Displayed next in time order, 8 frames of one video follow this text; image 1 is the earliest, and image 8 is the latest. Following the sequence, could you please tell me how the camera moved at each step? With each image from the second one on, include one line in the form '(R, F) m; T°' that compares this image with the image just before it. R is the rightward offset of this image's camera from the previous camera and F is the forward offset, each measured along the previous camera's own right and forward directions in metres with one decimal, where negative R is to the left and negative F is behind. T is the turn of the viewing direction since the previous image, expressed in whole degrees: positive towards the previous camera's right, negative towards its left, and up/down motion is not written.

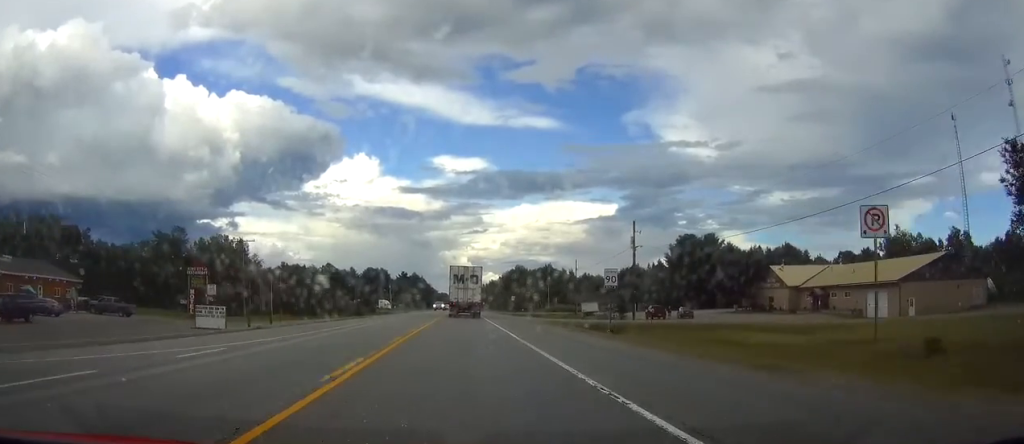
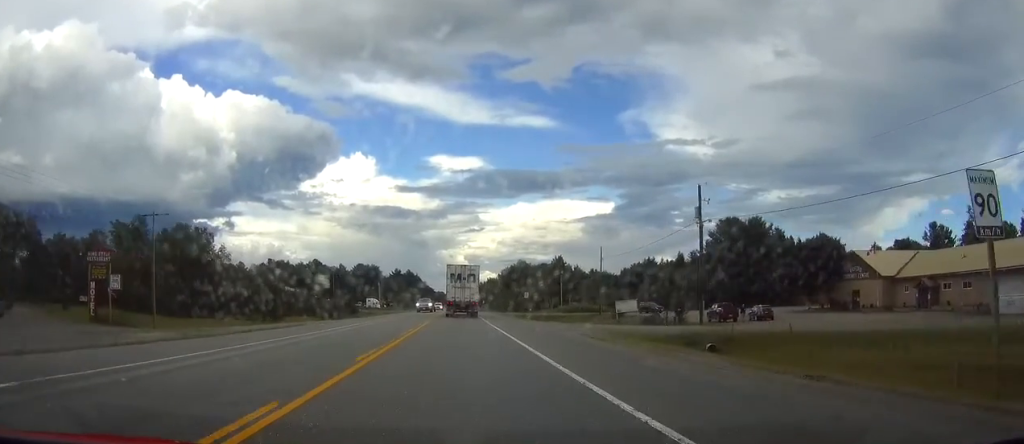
(0.0, +24.0) m; 0°
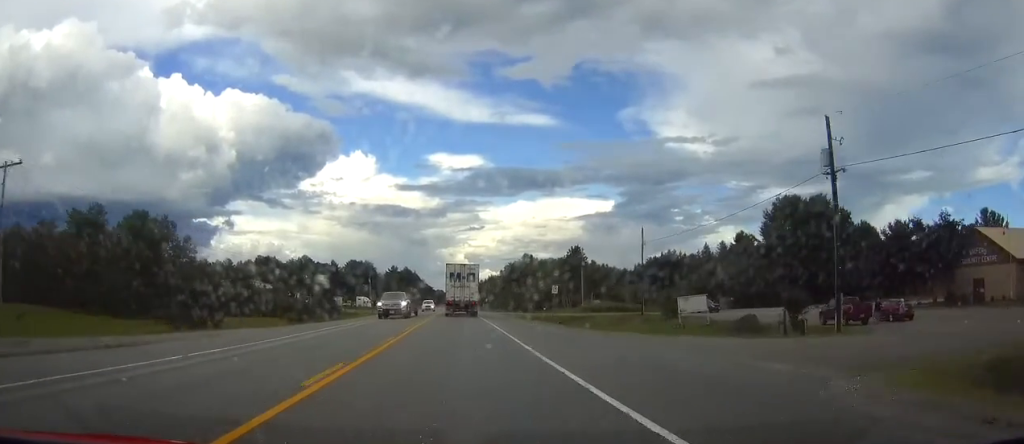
(0.0, +22.2) m; 0°
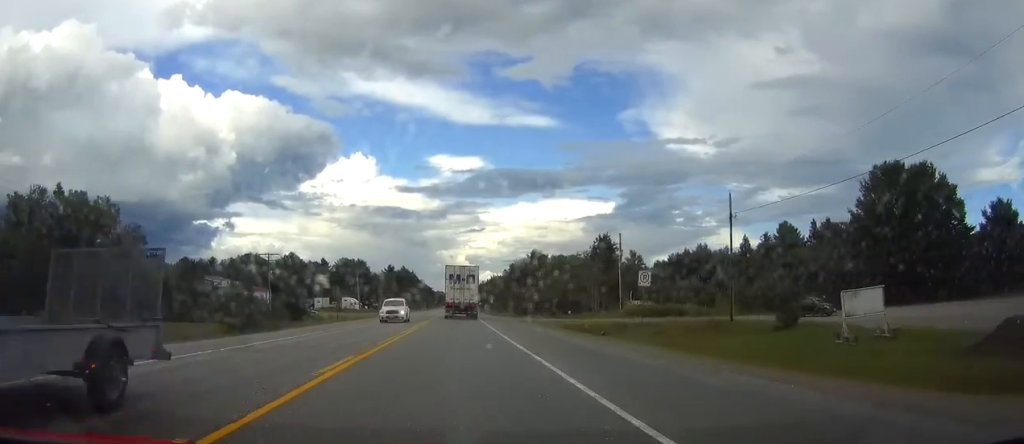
(-0.1, +25.1) m; 0°
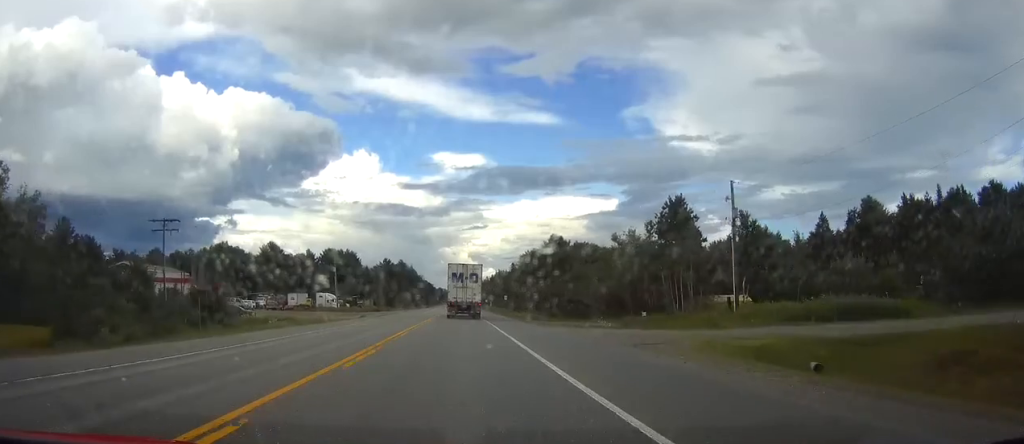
(0.0, +34.5) m; 0°
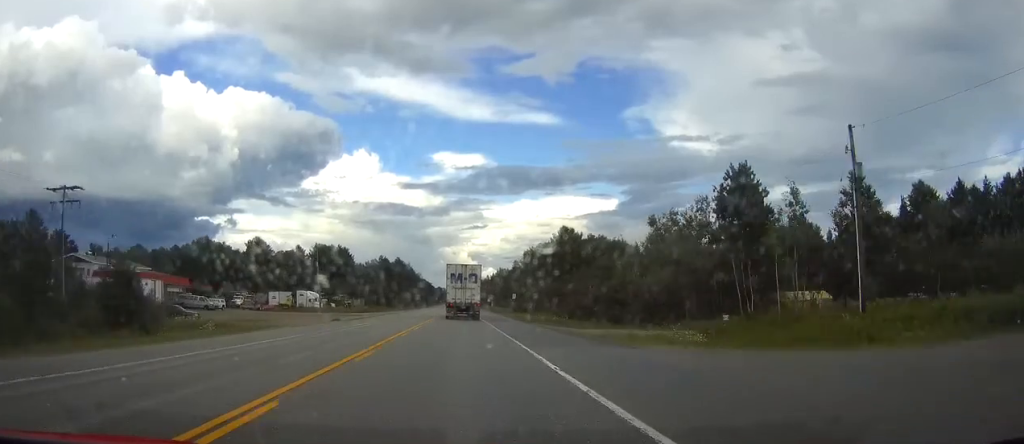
(0.0, +16.8) m; 0°
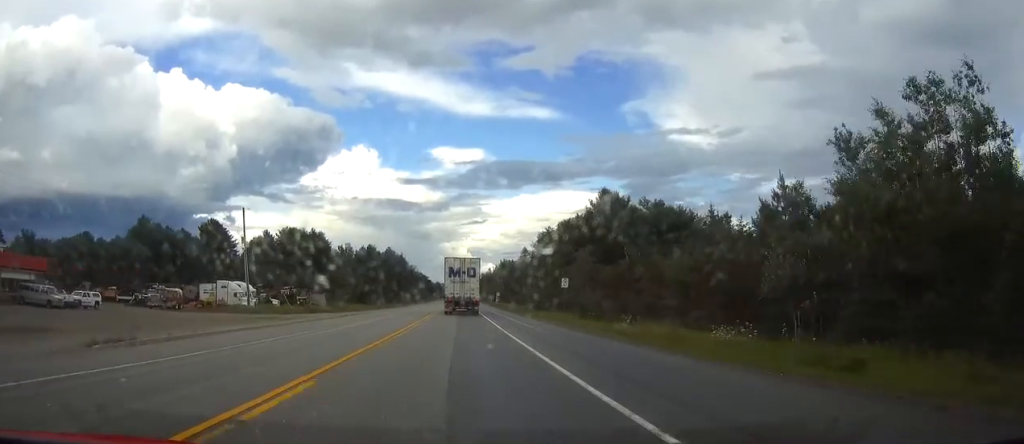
(-0.2, +42.0) m; 0°
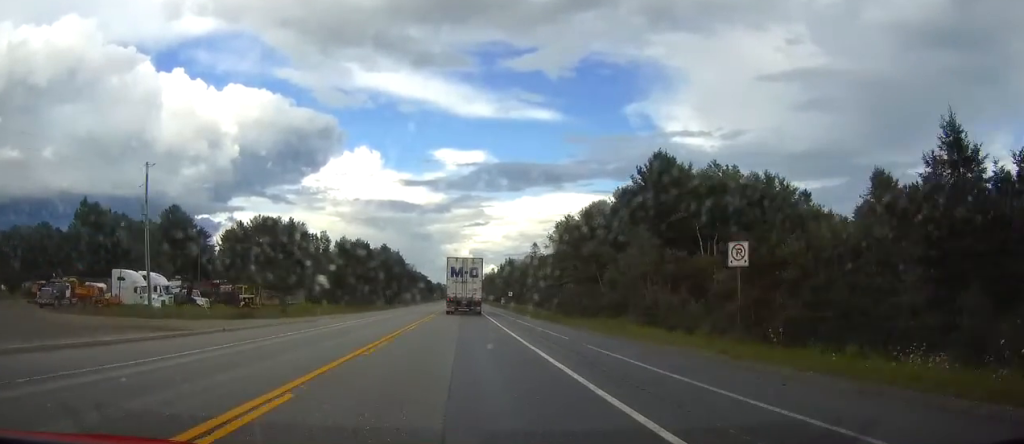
(0.0, +27.7) m; 0°
